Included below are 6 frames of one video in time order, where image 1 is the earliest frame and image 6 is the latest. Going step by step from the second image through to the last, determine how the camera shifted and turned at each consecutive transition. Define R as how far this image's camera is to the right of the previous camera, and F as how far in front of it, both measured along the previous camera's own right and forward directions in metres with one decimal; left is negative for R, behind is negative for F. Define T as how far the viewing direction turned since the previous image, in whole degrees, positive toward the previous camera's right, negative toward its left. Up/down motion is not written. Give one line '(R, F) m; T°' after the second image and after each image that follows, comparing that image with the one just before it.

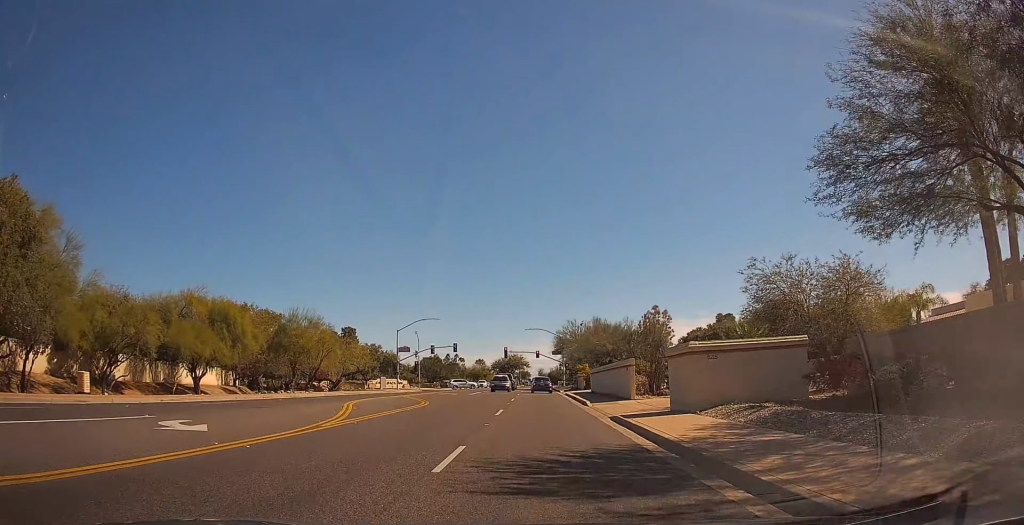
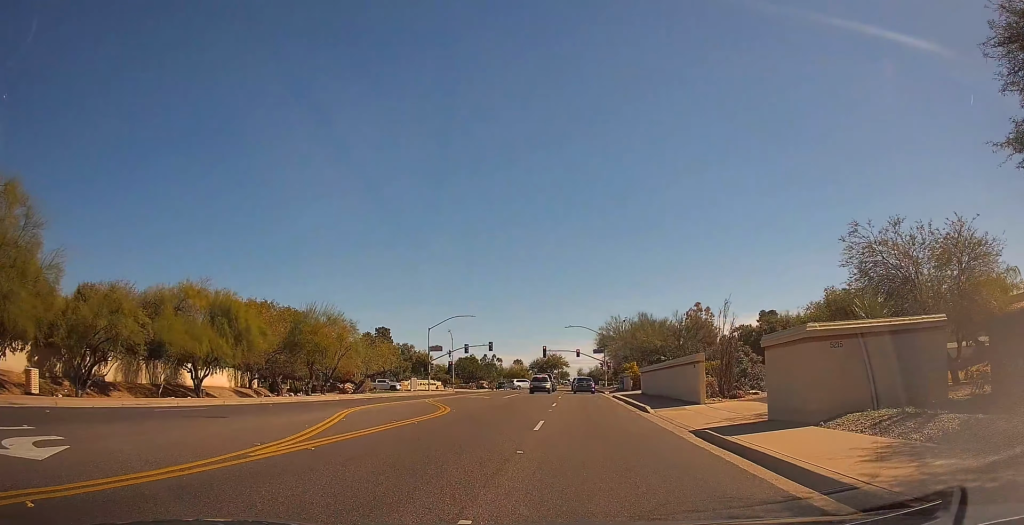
(-0.3, +6.3) m; -3°
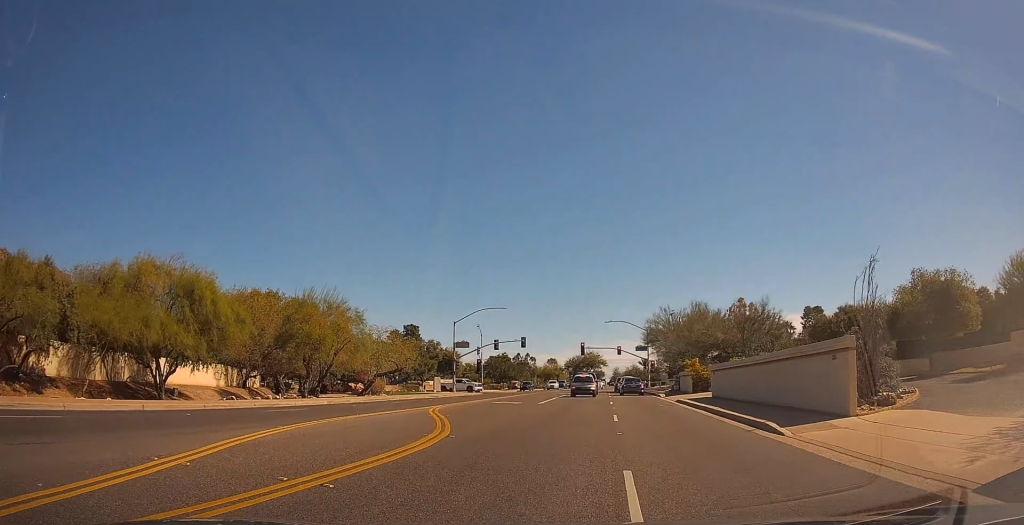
(-0.2, +10.5) m; 0°
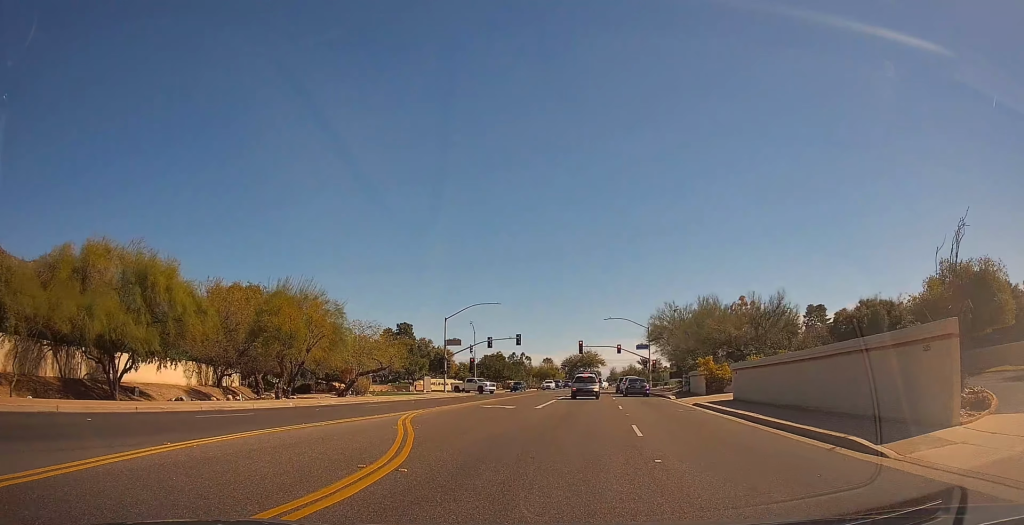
(+0.1, +4.9) m; -1°
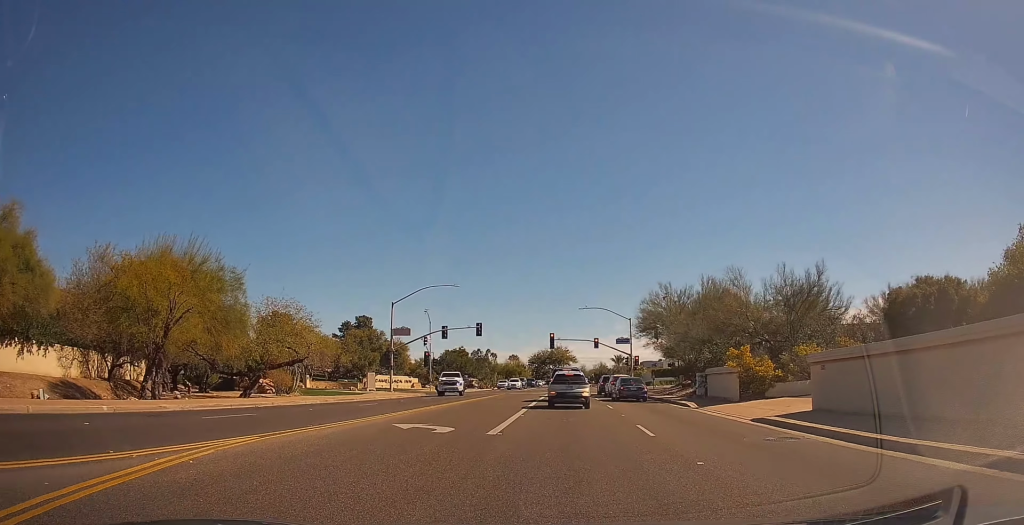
(-0.5, +13.3) m; -3°
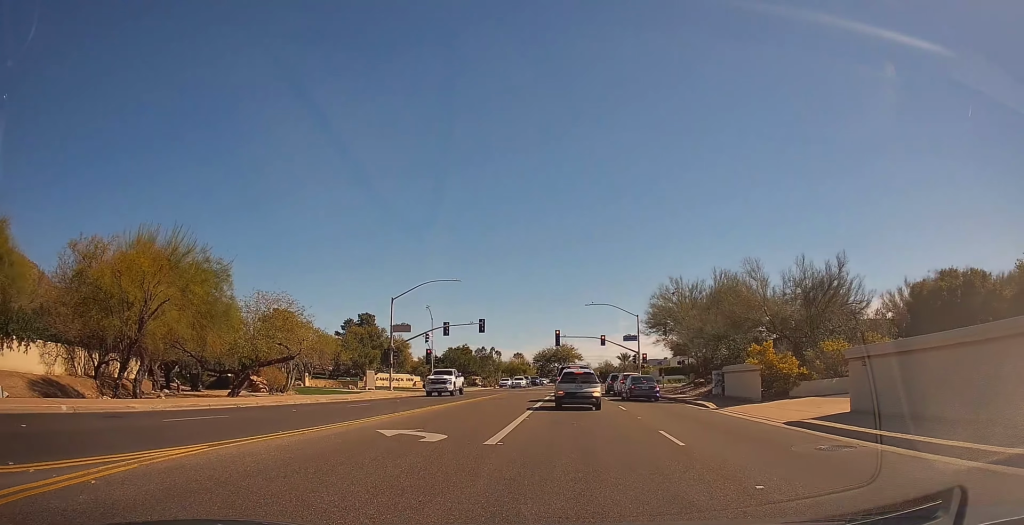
(+0.2, +2.4) m; 0°
